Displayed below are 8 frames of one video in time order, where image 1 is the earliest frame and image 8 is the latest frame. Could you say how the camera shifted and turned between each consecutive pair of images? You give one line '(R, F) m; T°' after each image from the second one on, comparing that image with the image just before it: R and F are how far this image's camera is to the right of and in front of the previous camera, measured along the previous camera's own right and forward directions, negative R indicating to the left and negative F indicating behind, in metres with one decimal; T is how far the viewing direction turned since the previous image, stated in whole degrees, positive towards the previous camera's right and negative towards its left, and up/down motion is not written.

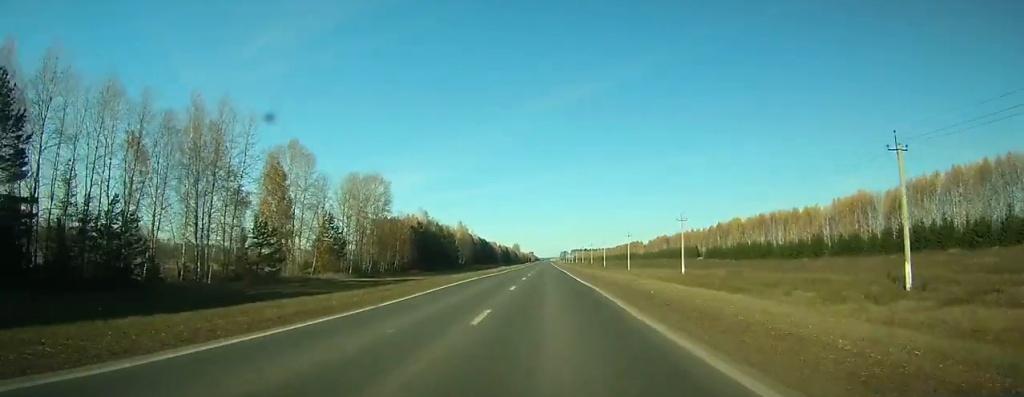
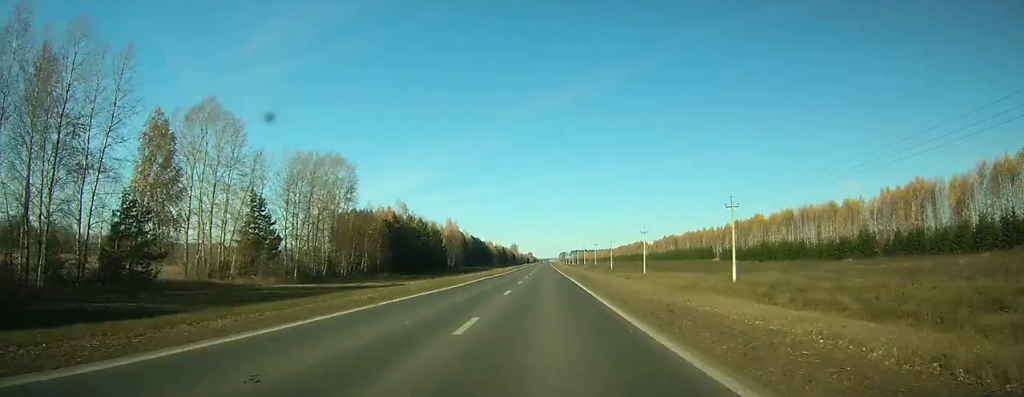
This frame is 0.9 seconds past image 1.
(0.0, +25.7) m; 0°
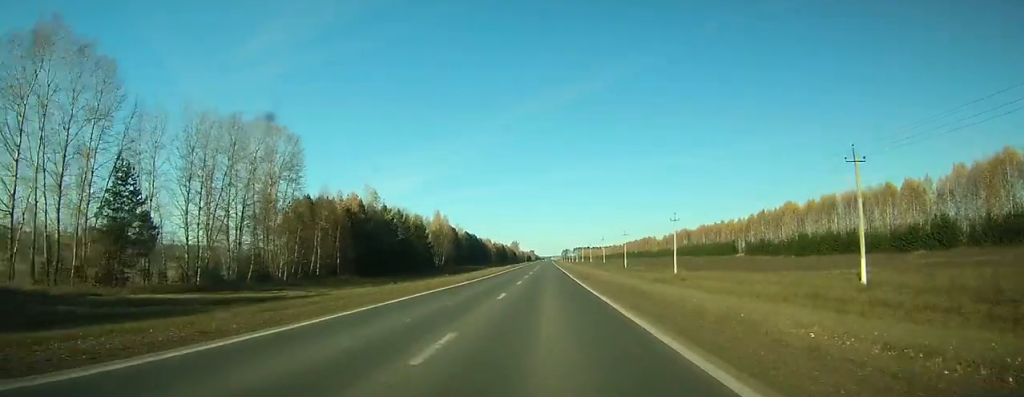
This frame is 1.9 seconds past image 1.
(0.0, +27.6) m; 0°
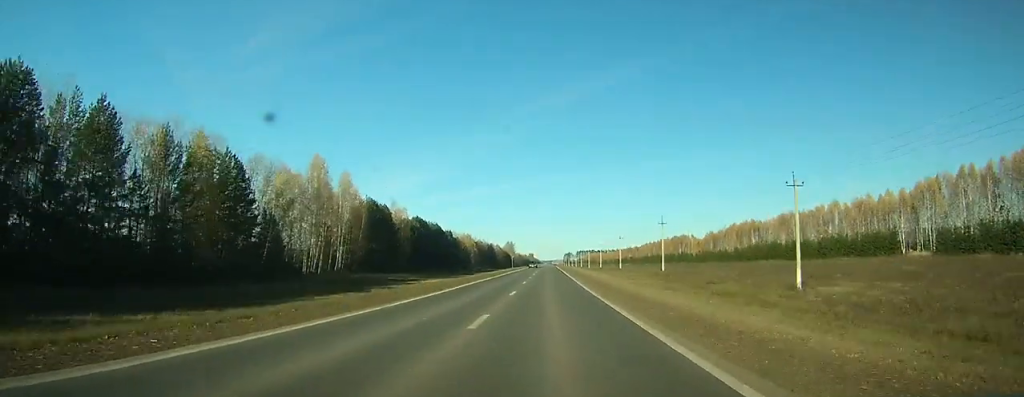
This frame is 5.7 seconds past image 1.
(+0.5, +102.0) m; +1°
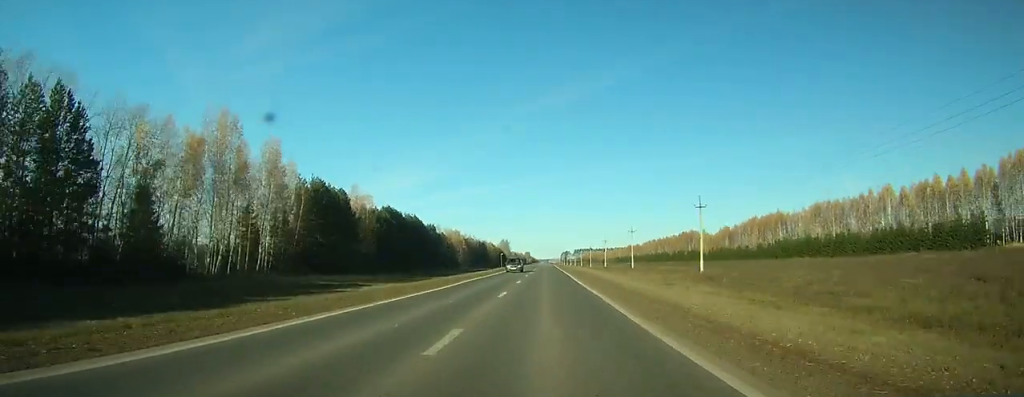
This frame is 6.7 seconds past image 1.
(0.0, +26.2) m; 0°
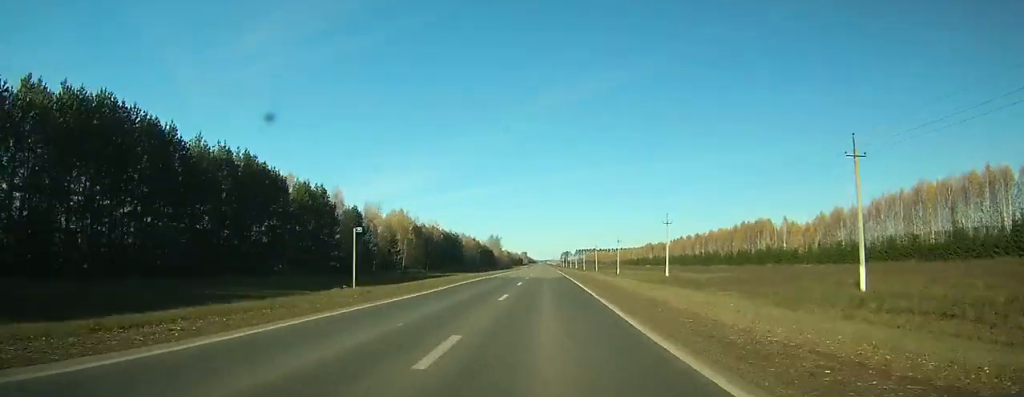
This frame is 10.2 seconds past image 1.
(+0.5, +95.6) m; 0°
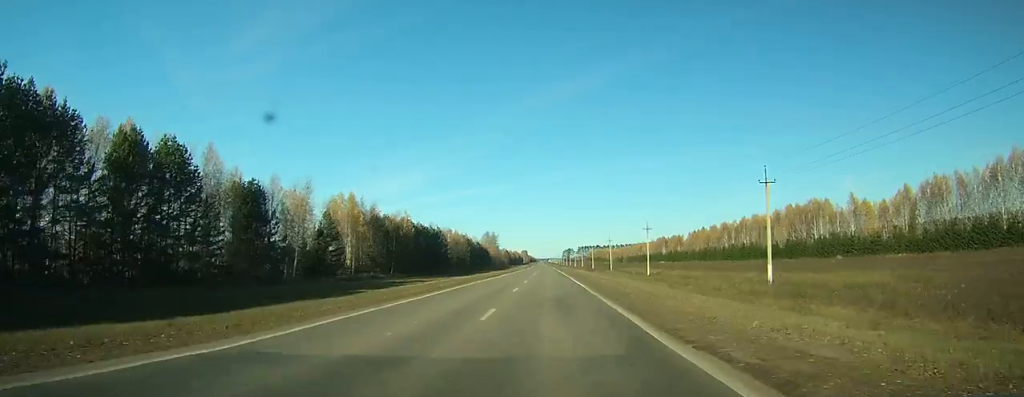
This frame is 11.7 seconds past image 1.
(0.0, +42.9) m; 0°
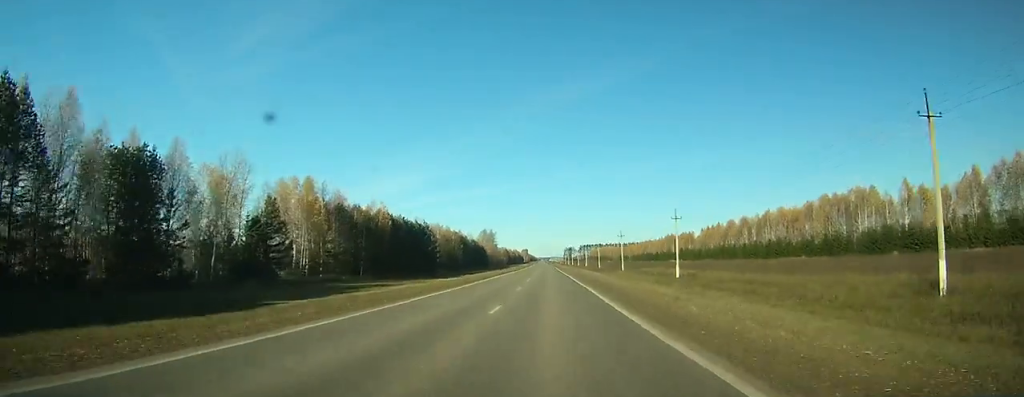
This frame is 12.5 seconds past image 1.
(+0.1, +23.4) m; 0°
